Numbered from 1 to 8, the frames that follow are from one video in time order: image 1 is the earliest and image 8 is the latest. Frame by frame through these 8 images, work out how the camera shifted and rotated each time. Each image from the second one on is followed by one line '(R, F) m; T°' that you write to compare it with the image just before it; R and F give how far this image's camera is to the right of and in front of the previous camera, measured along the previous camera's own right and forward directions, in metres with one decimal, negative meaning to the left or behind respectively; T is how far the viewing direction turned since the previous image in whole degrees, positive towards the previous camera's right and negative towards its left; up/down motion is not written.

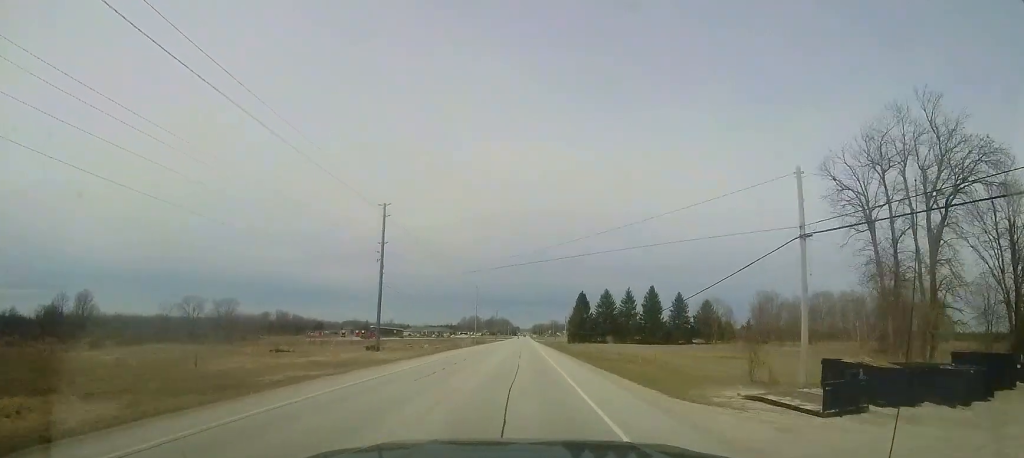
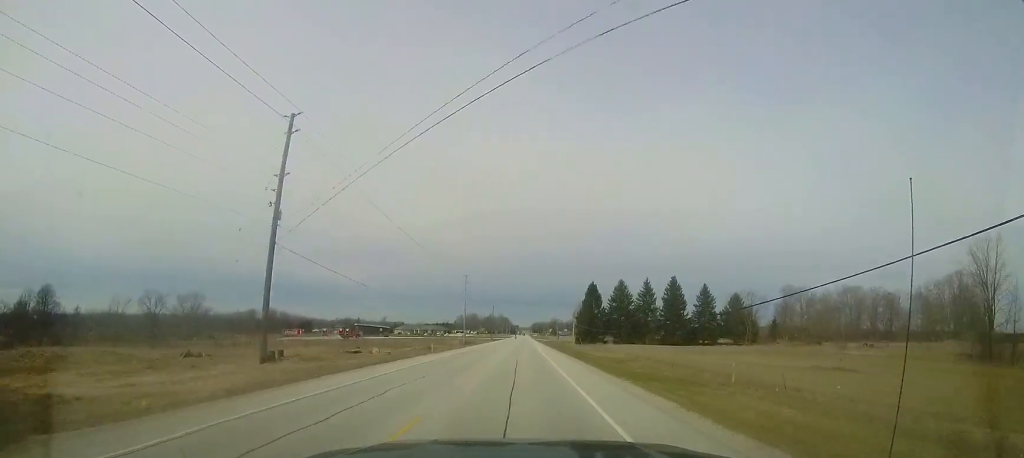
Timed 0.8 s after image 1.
(-0.1, +19.8) m; 0°
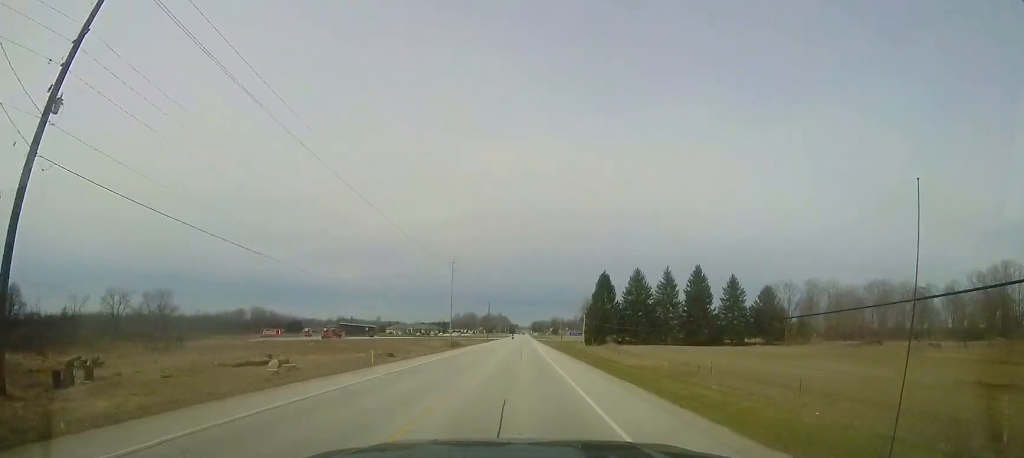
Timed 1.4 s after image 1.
(+0.2, +16.4) m; +1°
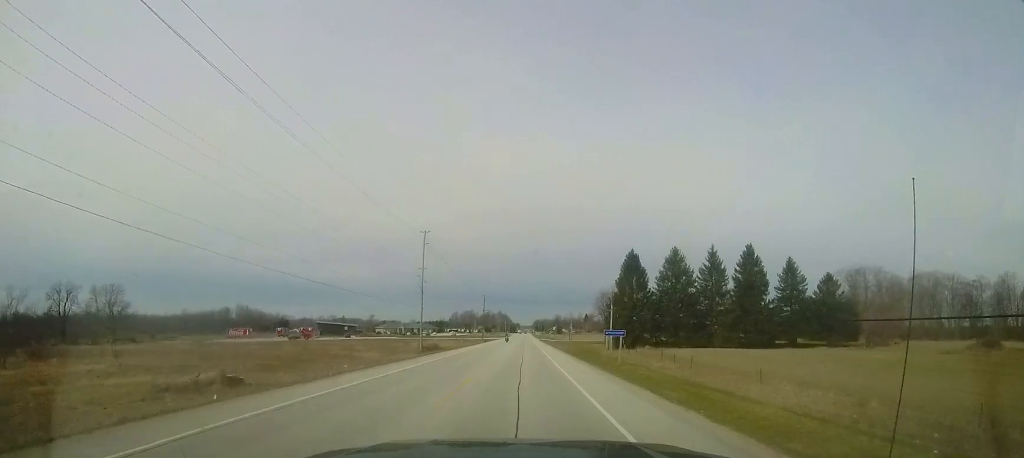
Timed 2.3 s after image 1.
(0.0, +22.4) m; 0°
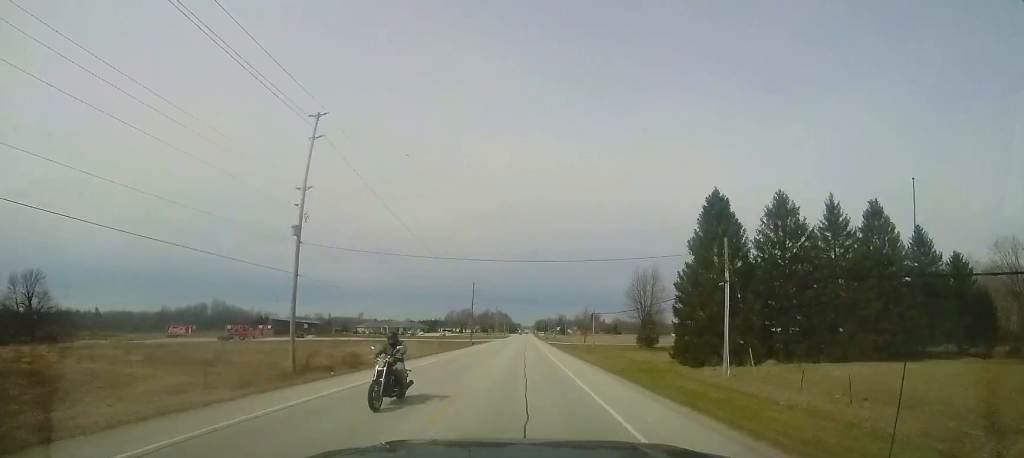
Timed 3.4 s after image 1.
(0.0, +30.3) m; 0°
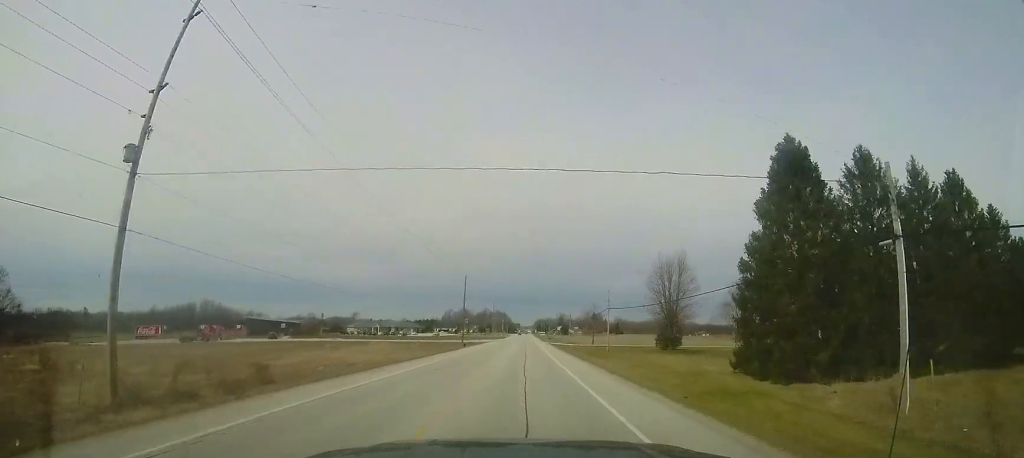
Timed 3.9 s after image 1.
(0.0, +12.1) m; 0°
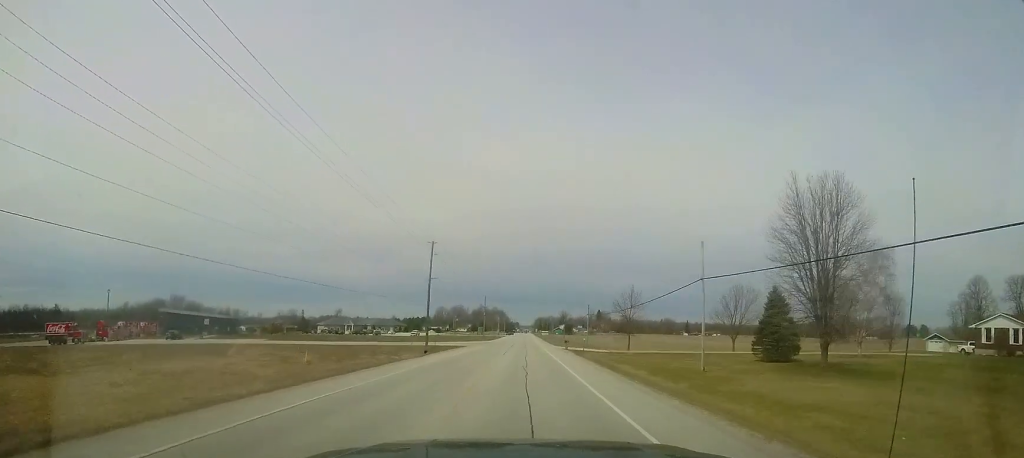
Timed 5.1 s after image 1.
(0.0, +30.5) m; 0°
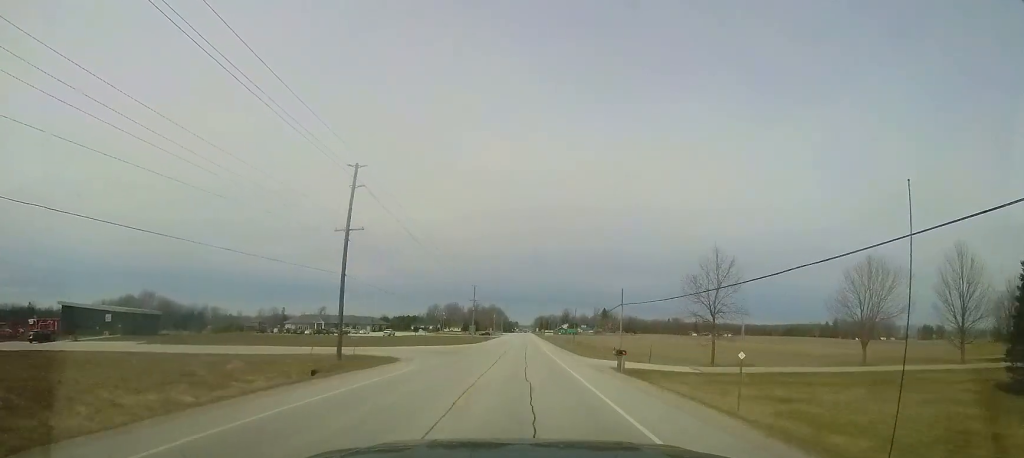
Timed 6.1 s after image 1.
(0.0, +26.1) m; 0°
